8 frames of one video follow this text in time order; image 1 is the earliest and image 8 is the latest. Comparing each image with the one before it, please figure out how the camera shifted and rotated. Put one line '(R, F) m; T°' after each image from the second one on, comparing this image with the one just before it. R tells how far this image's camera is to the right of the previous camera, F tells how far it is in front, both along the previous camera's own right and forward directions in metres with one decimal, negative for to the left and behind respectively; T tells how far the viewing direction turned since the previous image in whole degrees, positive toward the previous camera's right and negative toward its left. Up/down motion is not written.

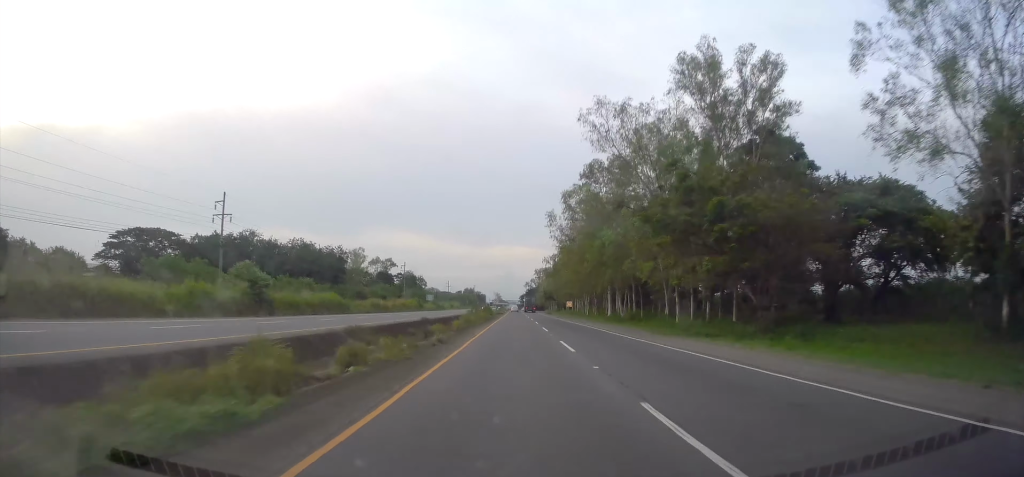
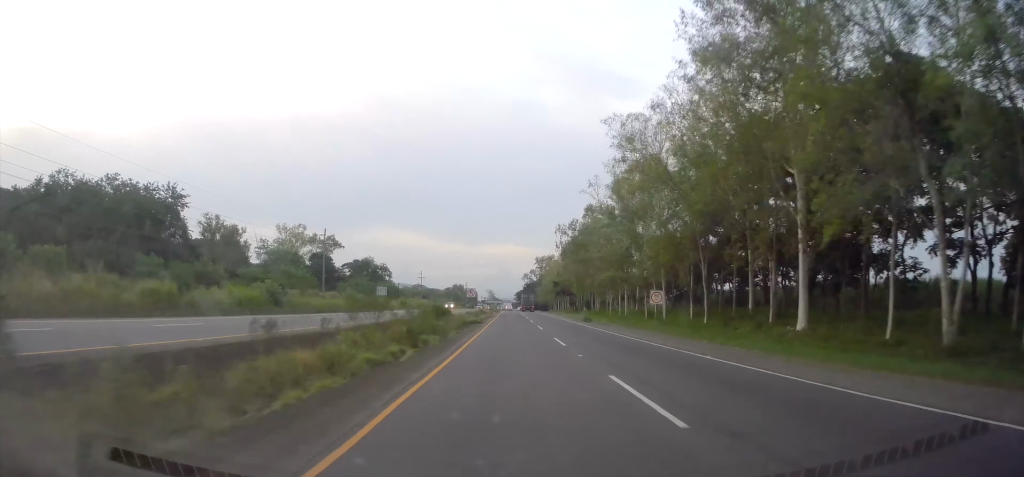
(+0.5, +65.3) m; 0°
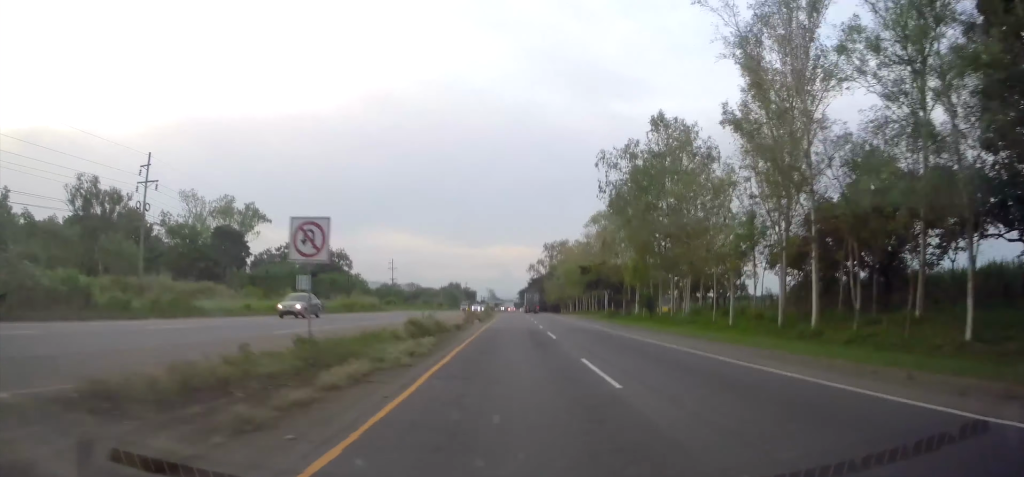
(0.0, +49.4) m; -1°
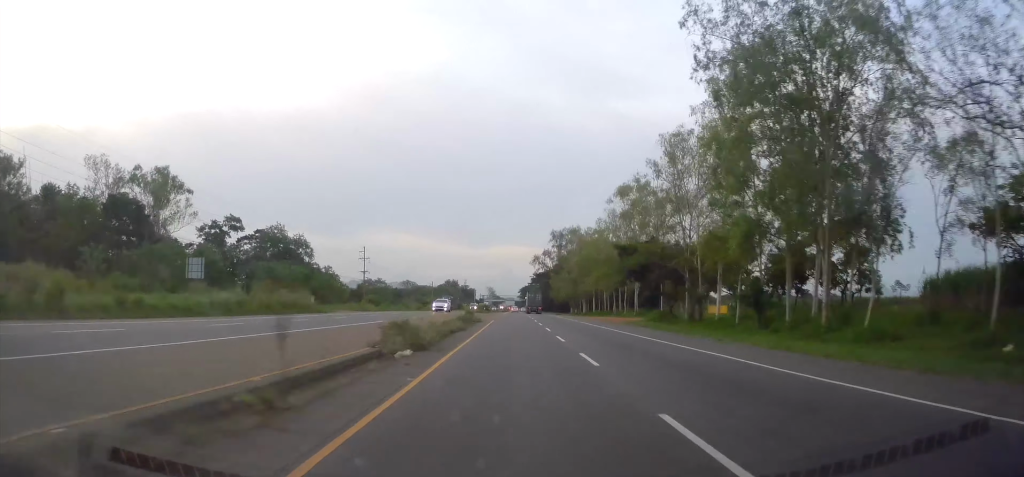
(-0.3, +28.9) m; -1°
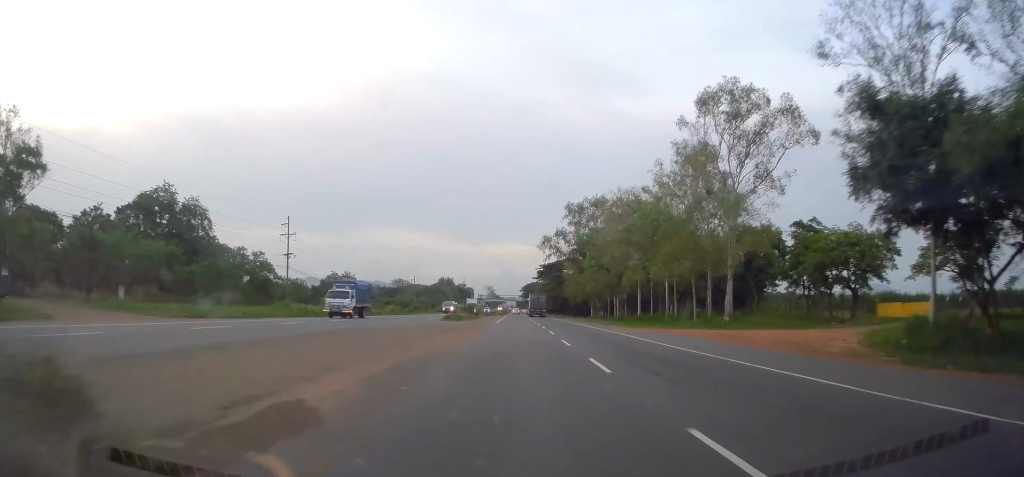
(-0.6, +41.3) m; 0°
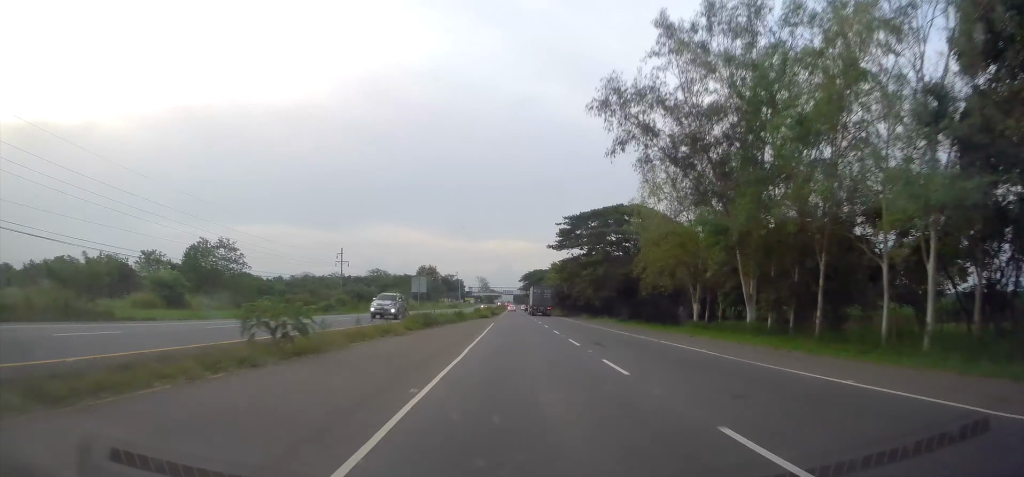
(+0.7, +72.5) m; +1°
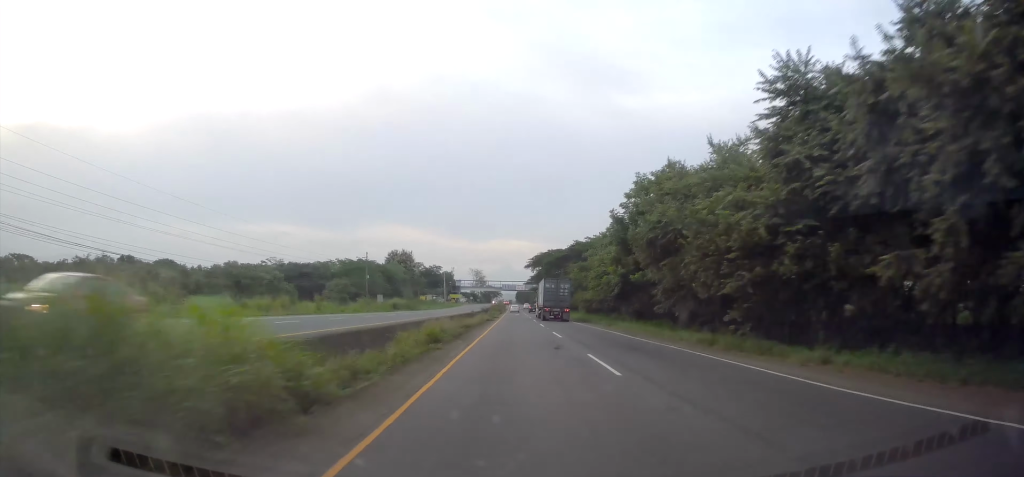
(+0.6, +83.0) m; 0°
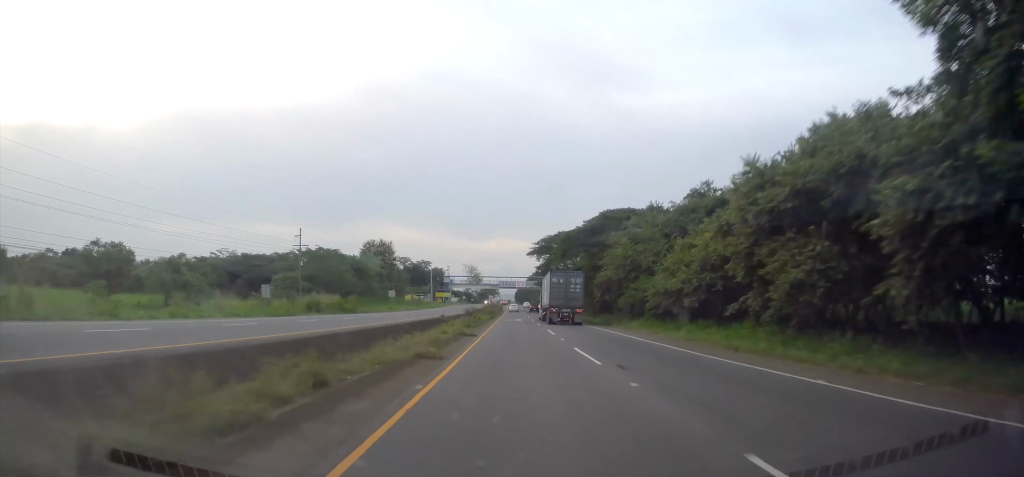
(-0.2, +37.5) m; -1°
